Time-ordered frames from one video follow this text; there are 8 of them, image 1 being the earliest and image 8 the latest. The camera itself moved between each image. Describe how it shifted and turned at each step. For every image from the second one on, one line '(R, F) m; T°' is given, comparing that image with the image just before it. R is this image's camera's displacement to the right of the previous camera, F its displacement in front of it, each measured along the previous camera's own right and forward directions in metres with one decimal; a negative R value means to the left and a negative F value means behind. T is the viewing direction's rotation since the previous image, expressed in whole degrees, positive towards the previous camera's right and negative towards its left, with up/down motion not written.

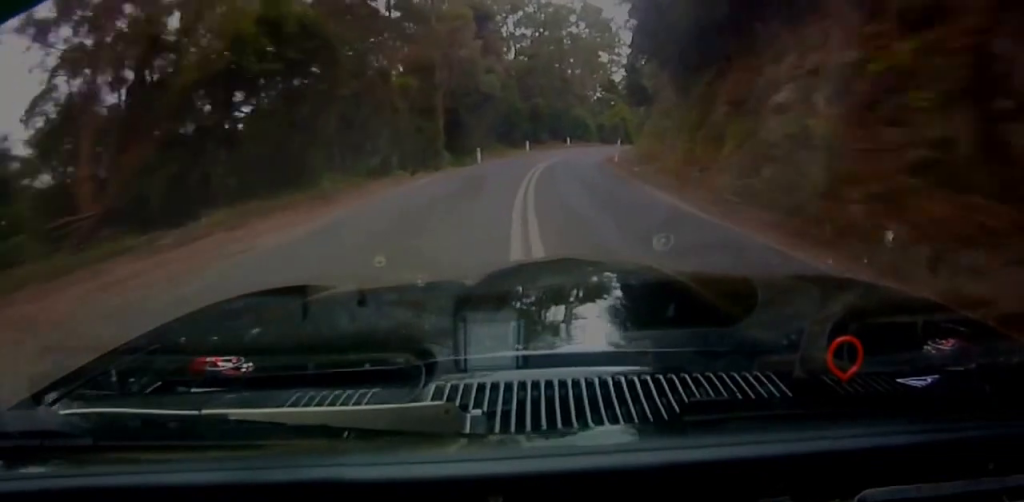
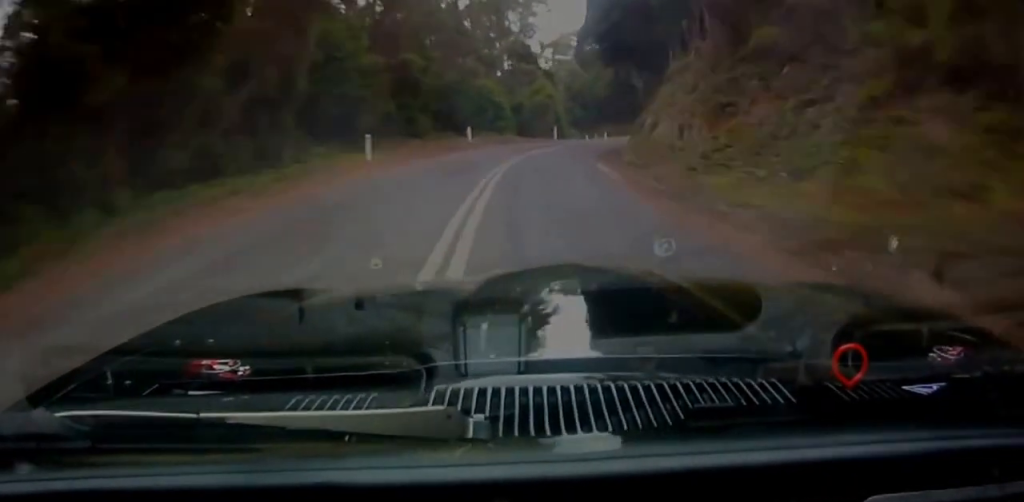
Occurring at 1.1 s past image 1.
(+1.0, +36.3) m; +4°
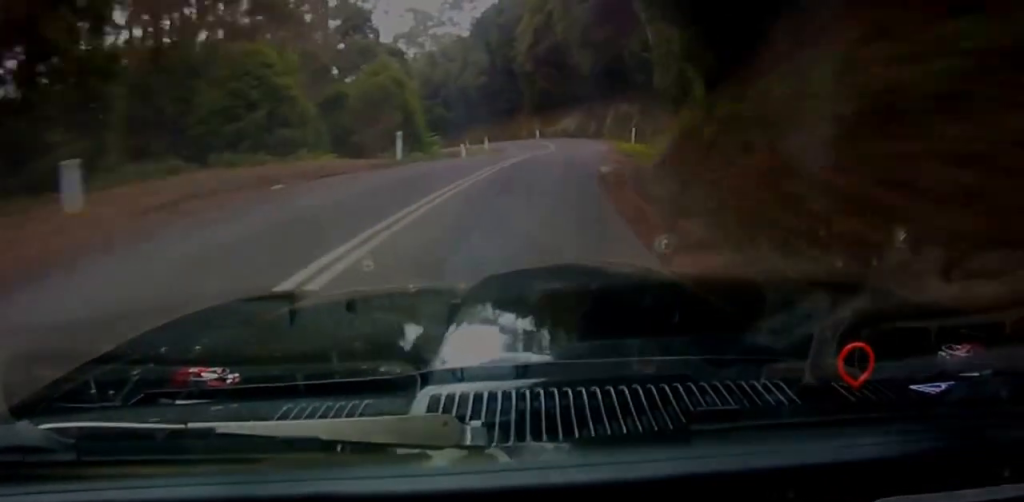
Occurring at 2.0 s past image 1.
(+1.2, +27.7) m; +3°
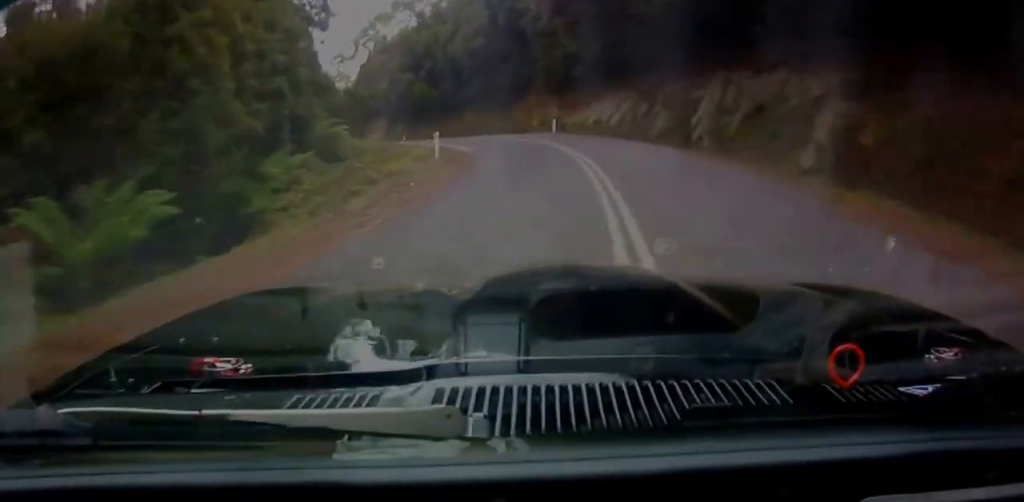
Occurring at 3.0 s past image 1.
(+0.6, +32.2) m; +1°
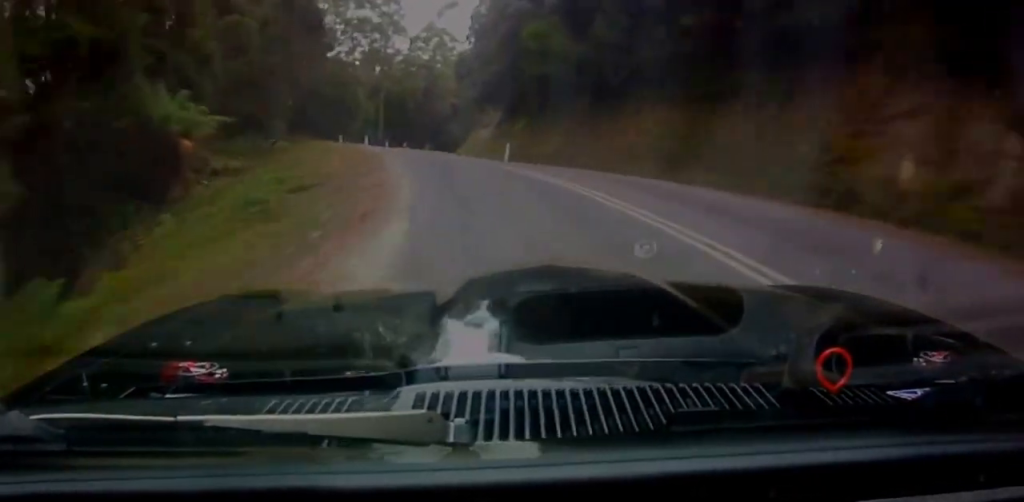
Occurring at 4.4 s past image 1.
(0.0, +39.3) m; -1°
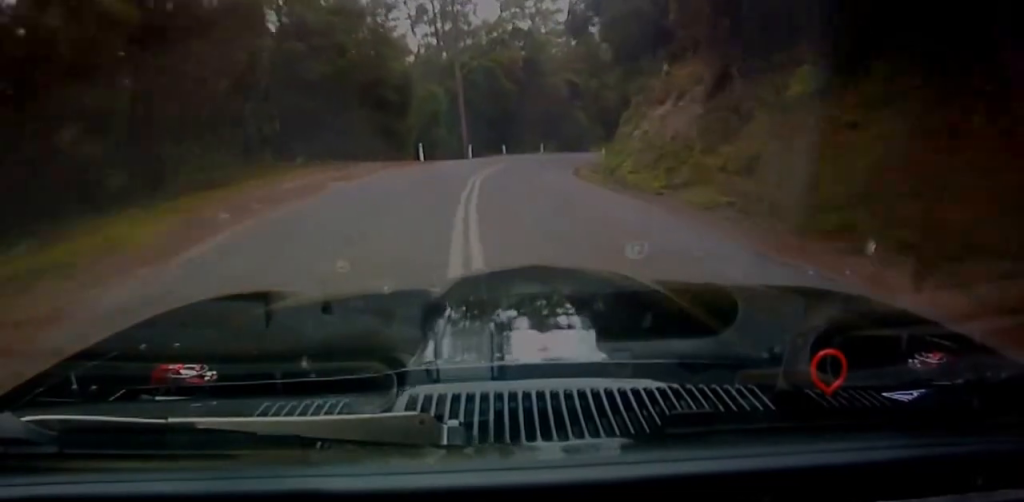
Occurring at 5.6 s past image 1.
(-1.7, +32.3) m; -8°
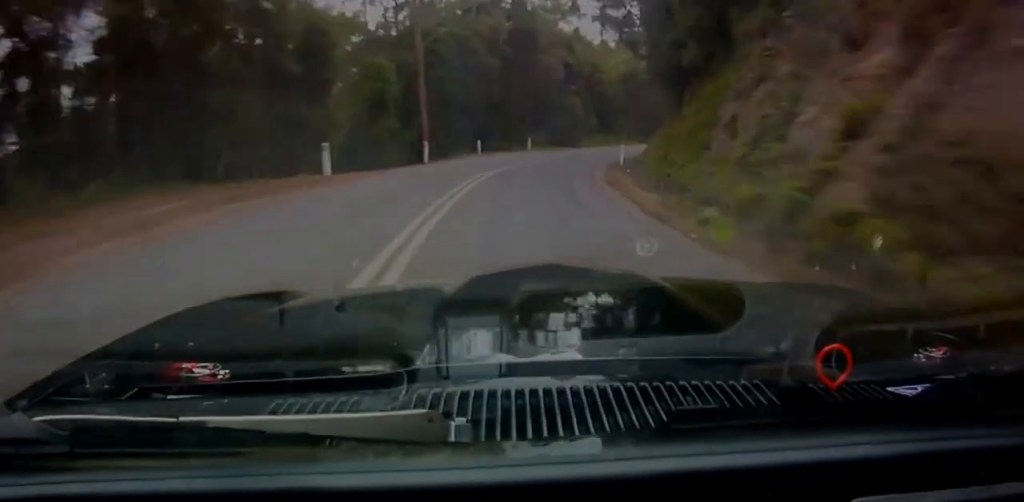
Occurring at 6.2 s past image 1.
(-1.5, +16.1) m; -3°
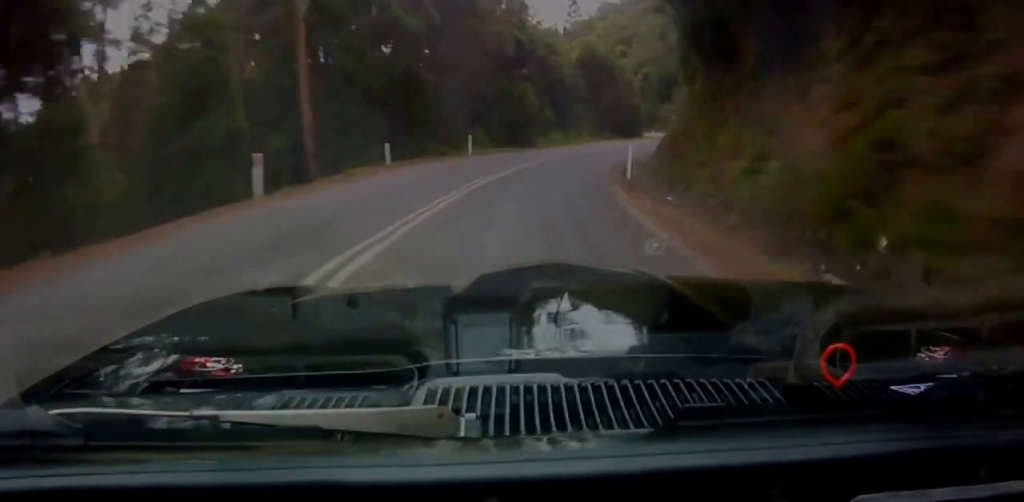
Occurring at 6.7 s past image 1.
(+0.2, +14.0) m; +2°
